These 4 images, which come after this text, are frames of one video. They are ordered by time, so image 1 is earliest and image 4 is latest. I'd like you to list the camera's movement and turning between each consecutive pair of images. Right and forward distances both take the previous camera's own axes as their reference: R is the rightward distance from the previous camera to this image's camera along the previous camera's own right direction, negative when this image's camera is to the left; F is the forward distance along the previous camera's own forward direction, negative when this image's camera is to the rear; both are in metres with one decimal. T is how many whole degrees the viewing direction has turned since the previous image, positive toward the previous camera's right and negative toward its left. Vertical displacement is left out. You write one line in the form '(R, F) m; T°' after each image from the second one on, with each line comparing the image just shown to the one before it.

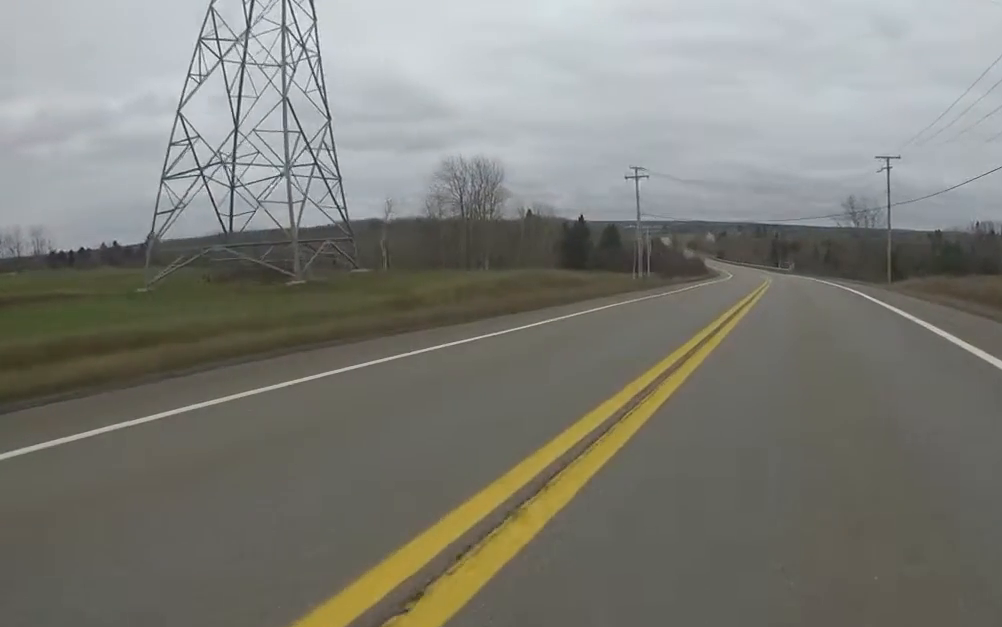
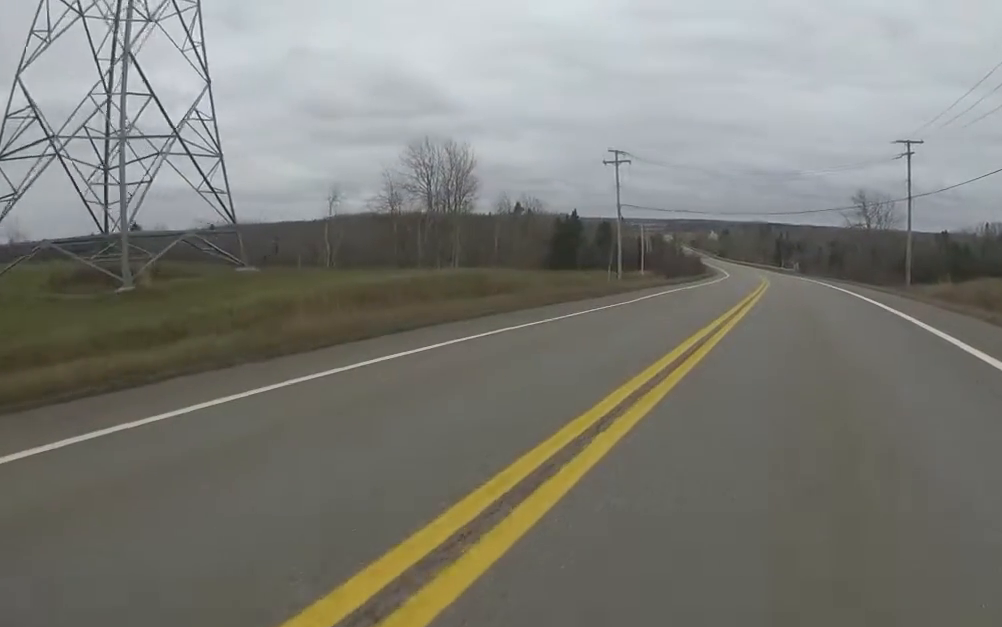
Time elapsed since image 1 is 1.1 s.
(+1.3, +7.8) m; -1°
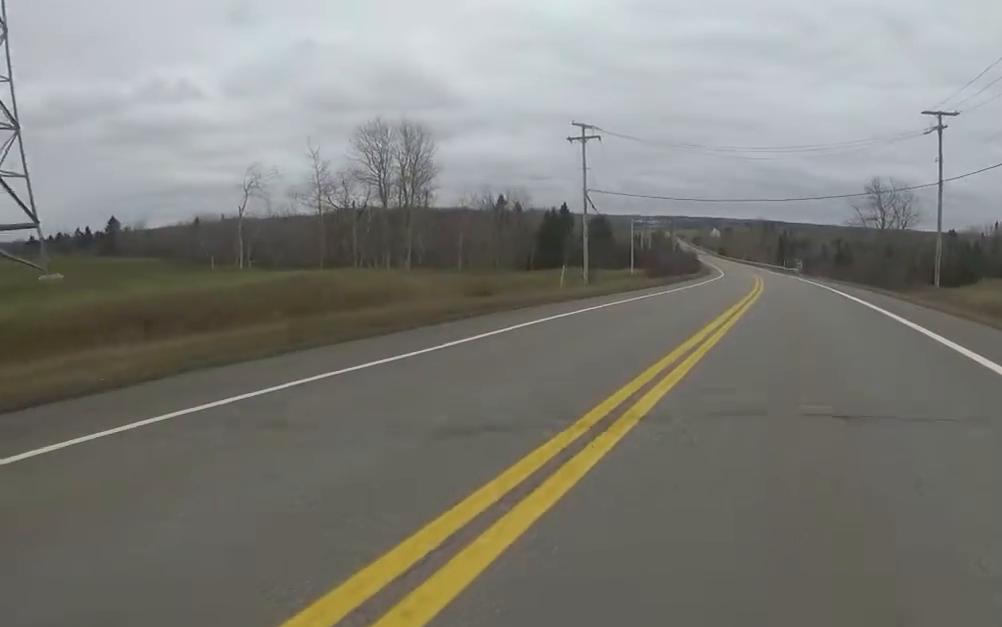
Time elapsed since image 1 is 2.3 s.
(-1.2, +9.0) m; -4°
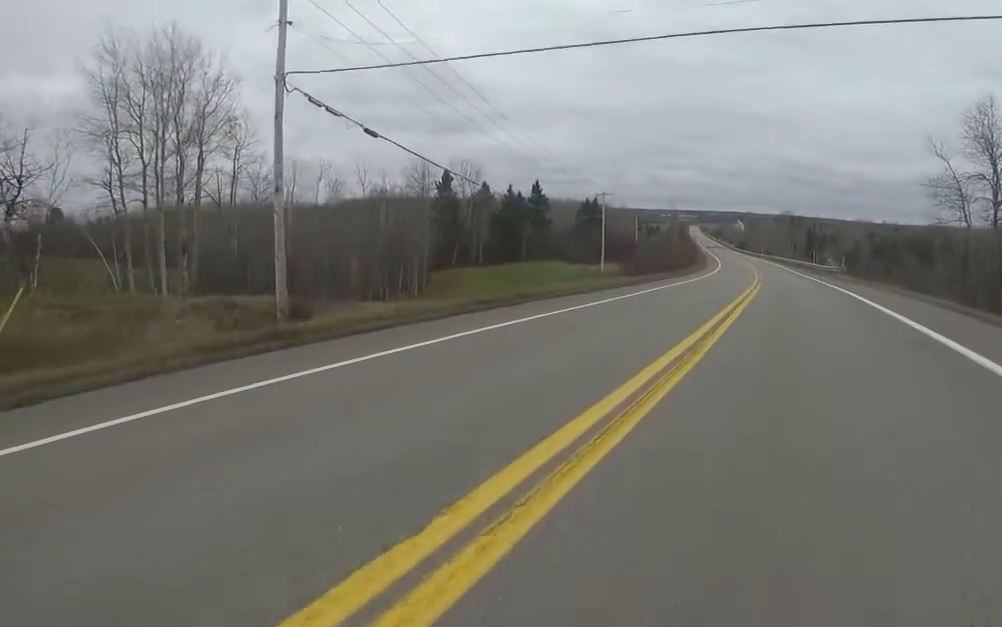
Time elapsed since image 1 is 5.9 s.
(+1.9, +28.5) m; 0°
